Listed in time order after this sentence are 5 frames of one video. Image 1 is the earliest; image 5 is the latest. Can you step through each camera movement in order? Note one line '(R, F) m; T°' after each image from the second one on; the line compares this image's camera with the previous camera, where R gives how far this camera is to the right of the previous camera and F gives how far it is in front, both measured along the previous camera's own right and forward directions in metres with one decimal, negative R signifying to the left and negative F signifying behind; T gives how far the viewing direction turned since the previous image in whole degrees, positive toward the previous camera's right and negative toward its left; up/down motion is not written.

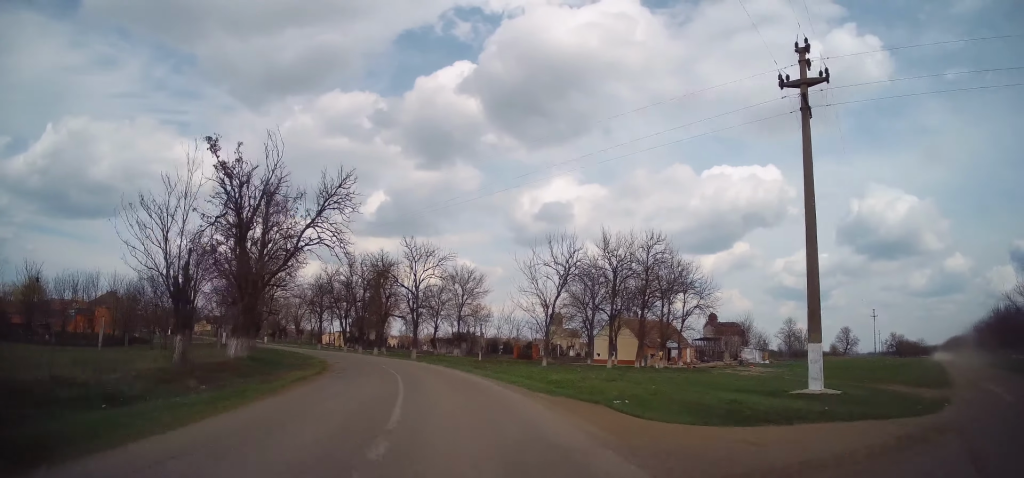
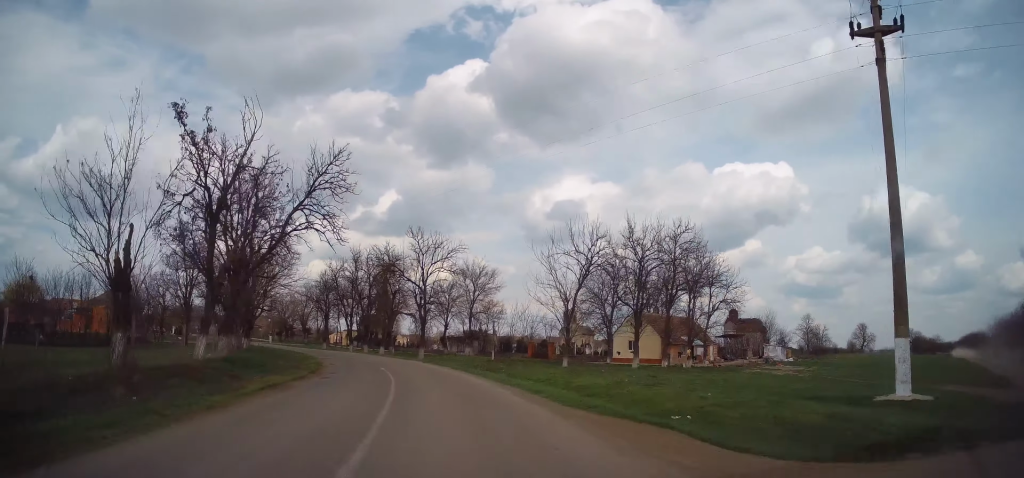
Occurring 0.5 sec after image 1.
(+0.1, +3.2) m; -1°
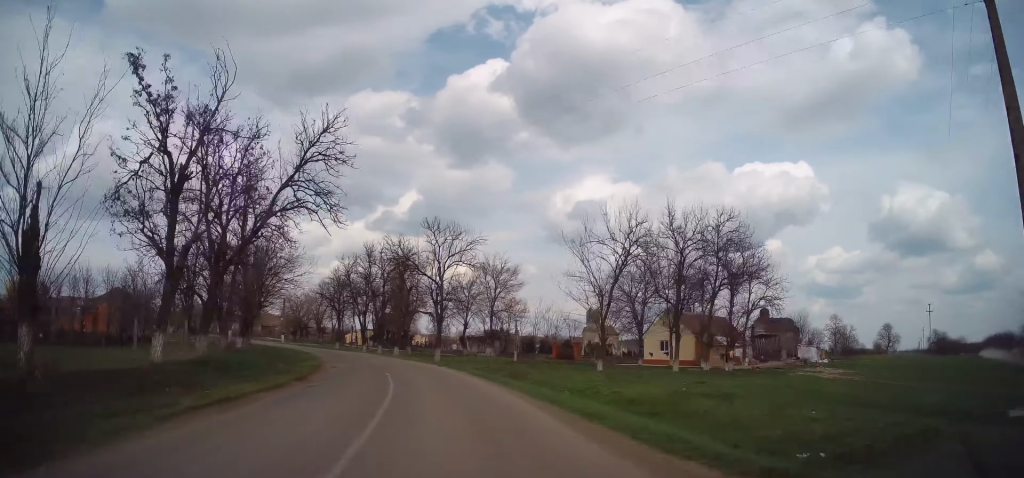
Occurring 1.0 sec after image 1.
(-0.1, +3.8) m; -3°
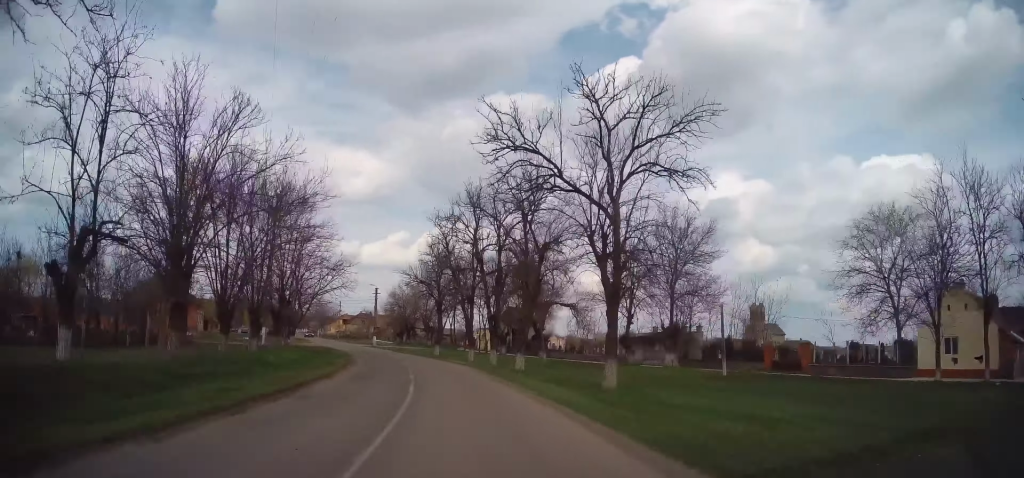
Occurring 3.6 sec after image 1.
(-2.8, +23.9) m; -12°
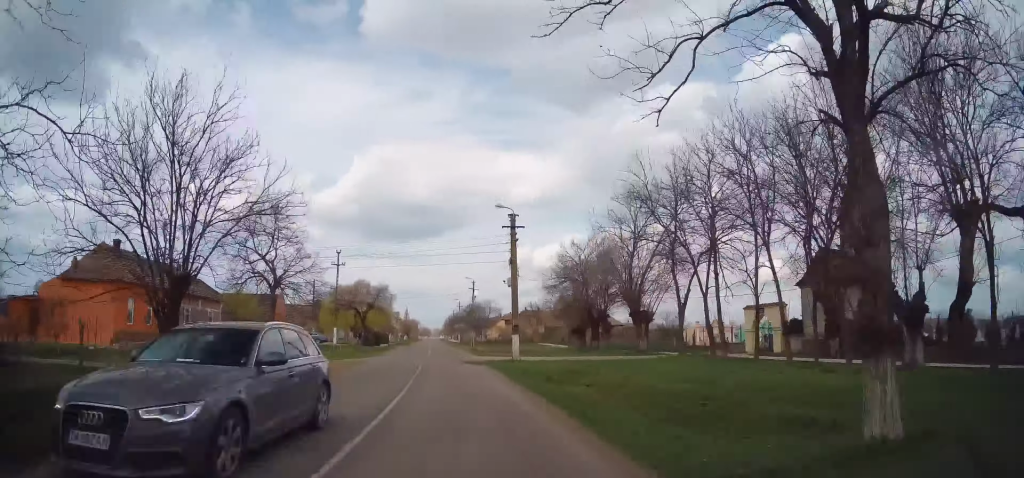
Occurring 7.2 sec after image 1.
(-6.0, +44.6) m; -17°
